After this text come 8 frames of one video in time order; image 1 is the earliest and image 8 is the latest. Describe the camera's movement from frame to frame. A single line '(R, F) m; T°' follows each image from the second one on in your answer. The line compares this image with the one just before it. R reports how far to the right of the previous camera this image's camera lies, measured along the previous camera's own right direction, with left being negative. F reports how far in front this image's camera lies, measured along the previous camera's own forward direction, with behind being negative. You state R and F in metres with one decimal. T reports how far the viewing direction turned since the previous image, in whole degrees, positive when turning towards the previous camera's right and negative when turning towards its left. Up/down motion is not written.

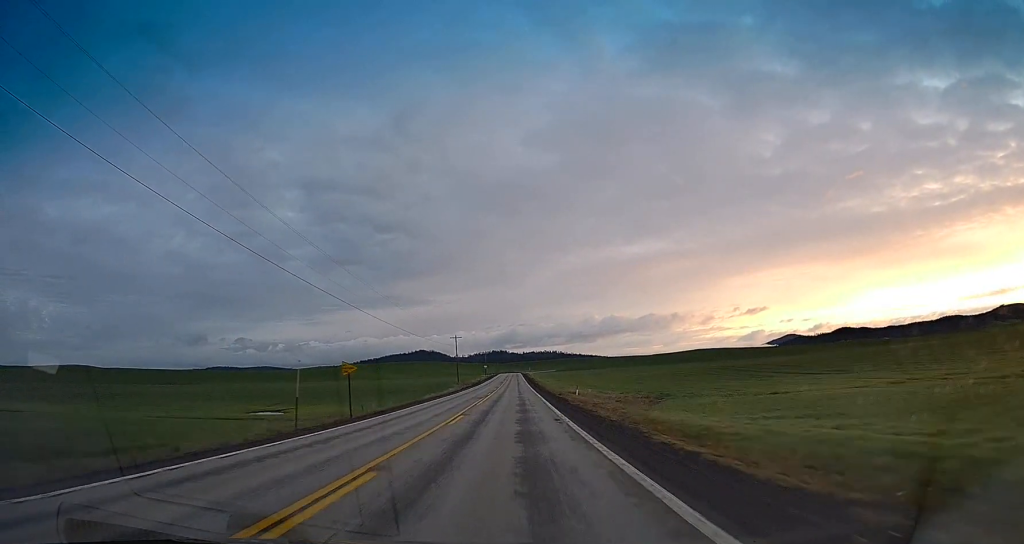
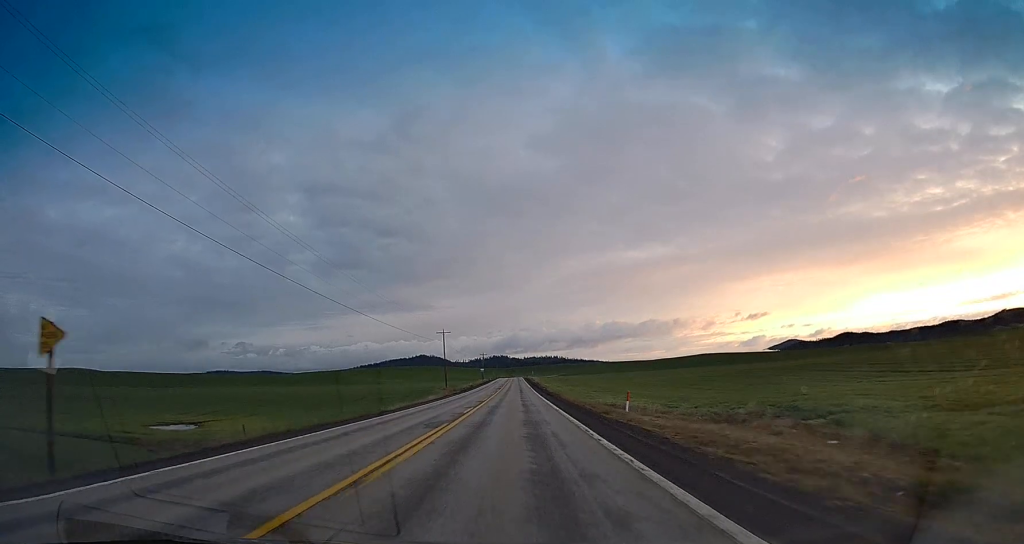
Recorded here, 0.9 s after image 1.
(0.0, +24.8) m; 0°
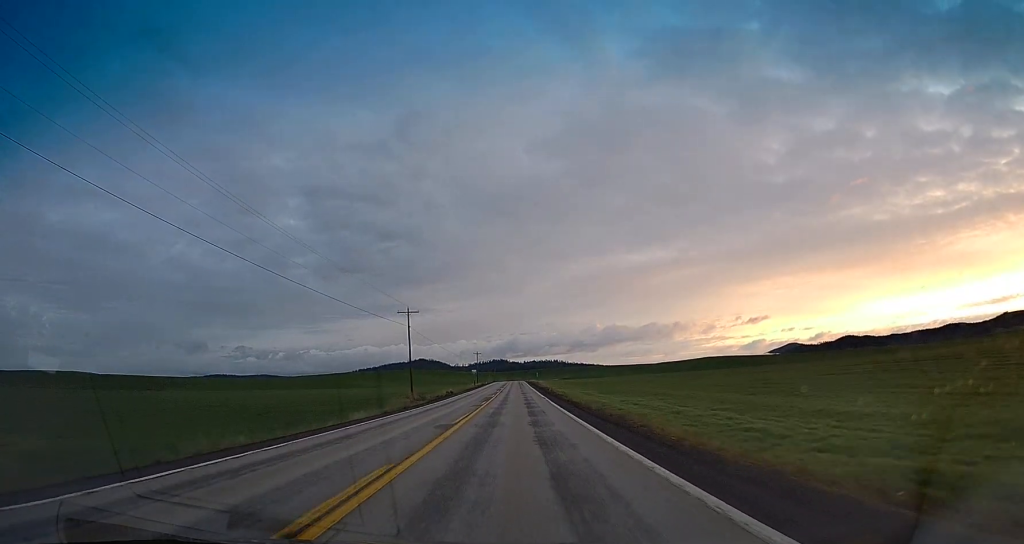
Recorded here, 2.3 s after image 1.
(0.0, +36.2) m; 0°
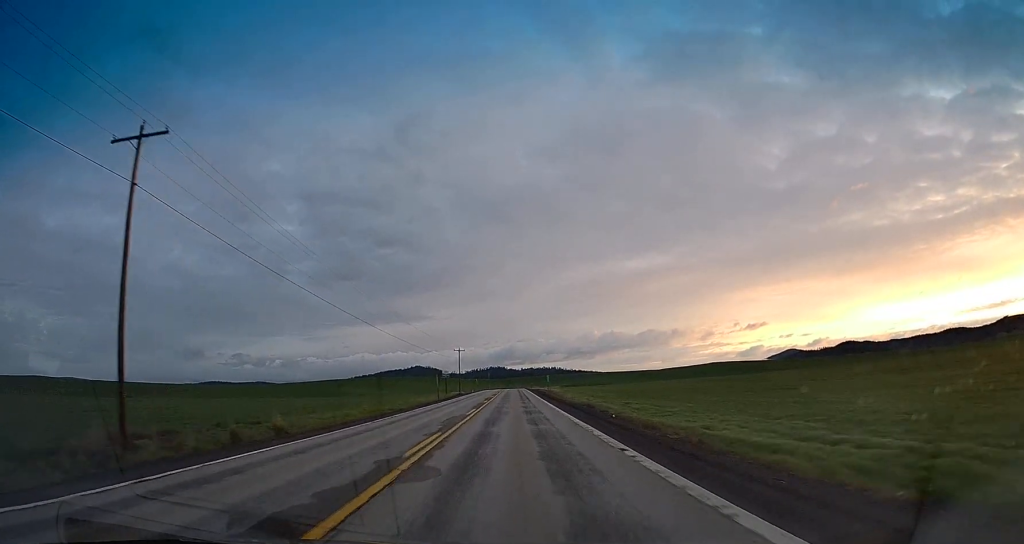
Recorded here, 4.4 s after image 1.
(0.0, +54.9) m; 0°
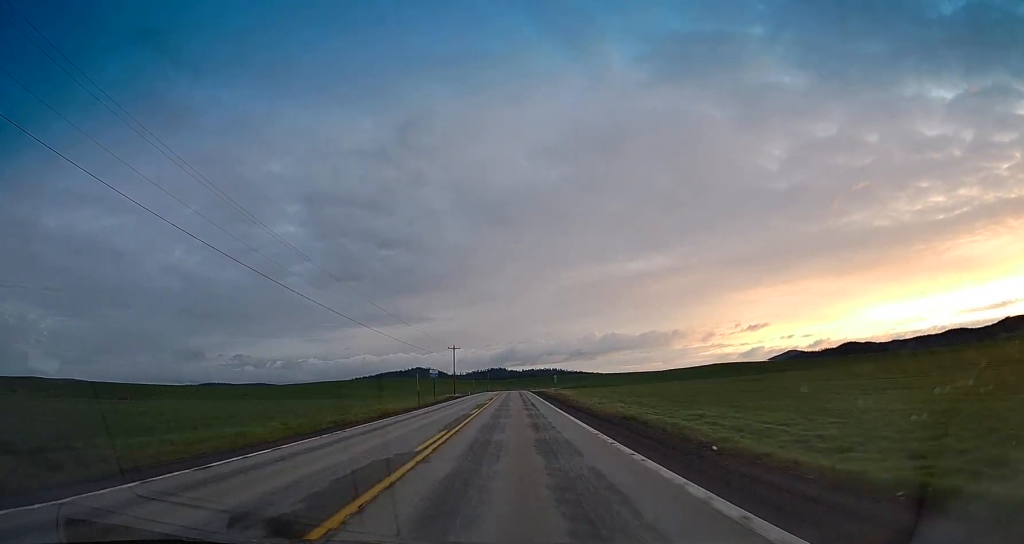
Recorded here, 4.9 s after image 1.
(0.0, +14.2) m; 0°
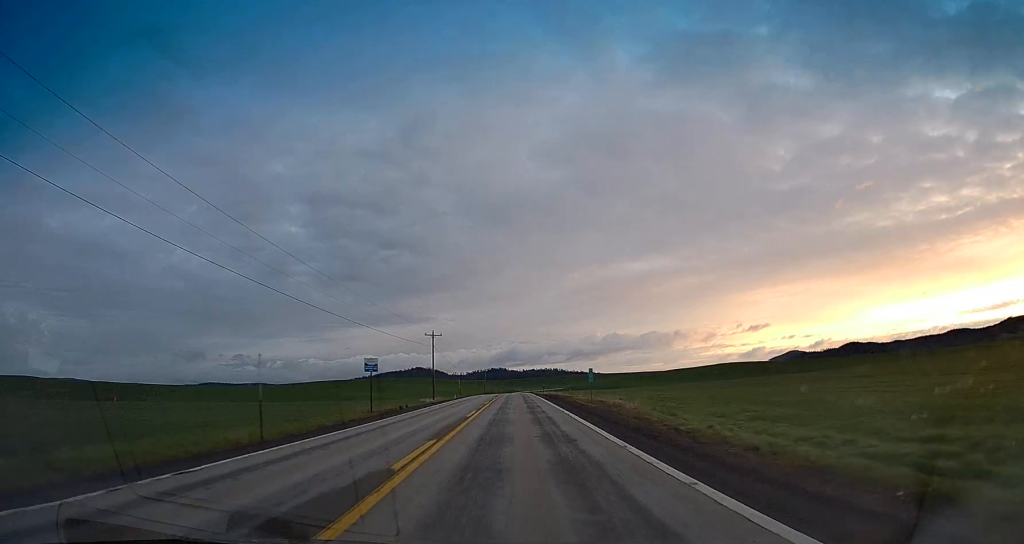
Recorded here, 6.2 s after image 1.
(0.0, +33.4) m; 0°
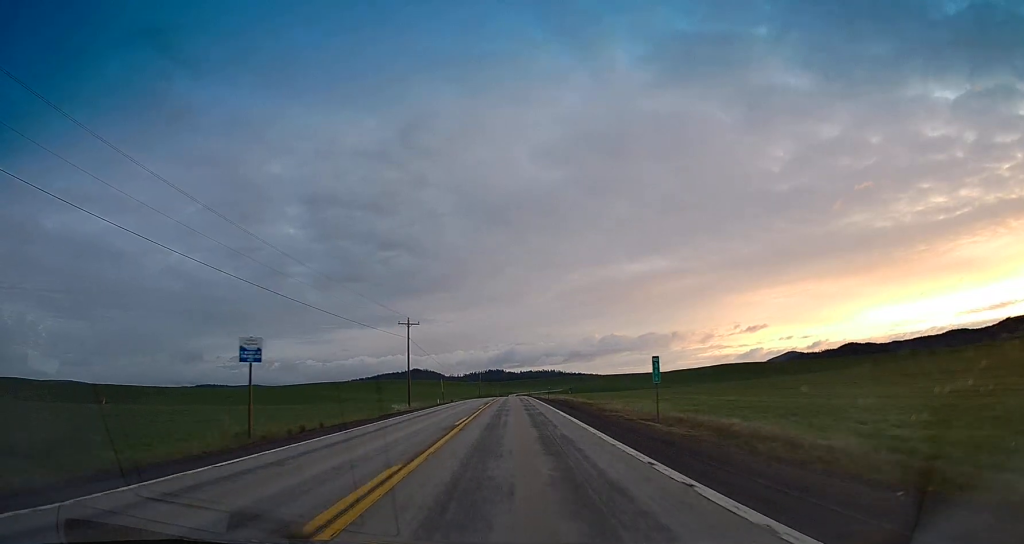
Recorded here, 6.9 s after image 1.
(0.0, +19.2) m; 0°
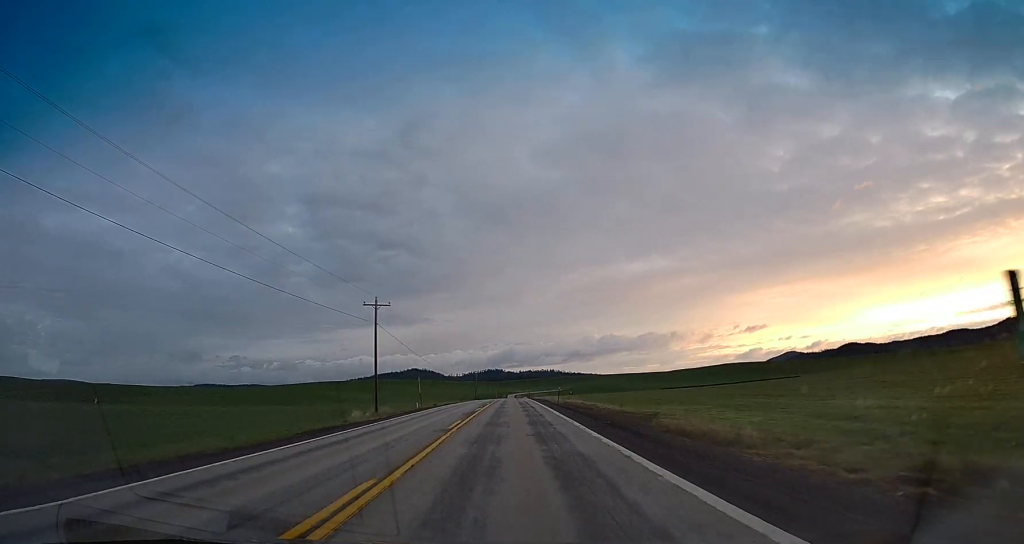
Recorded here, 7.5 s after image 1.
(0.0, +16.6) m; 0°
